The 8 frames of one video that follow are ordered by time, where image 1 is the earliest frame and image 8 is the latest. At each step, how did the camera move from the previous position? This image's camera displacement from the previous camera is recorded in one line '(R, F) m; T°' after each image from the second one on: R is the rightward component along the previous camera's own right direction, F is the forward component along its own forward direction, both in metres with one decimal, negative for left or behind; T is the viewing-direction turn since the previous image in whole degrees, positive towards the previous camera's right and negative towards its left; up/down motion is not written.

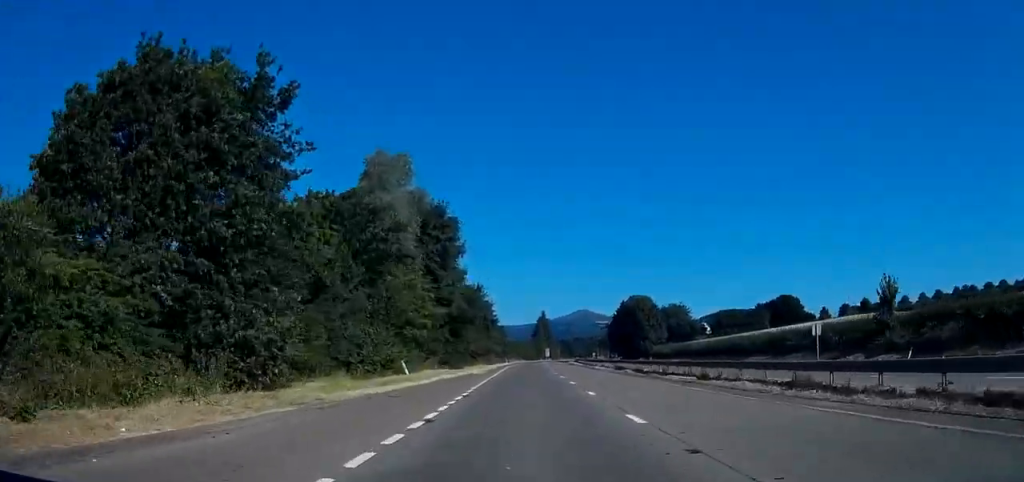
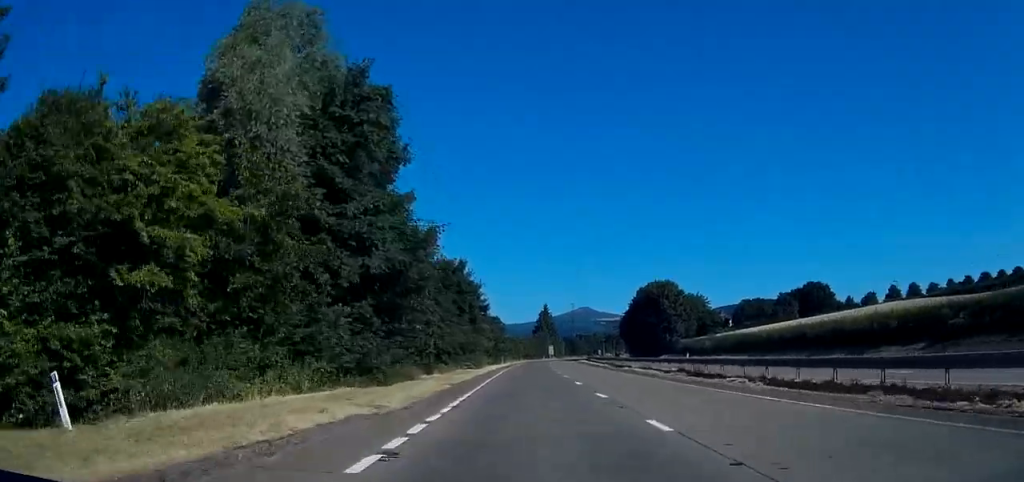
(+0.1, +28.5) m; +1°
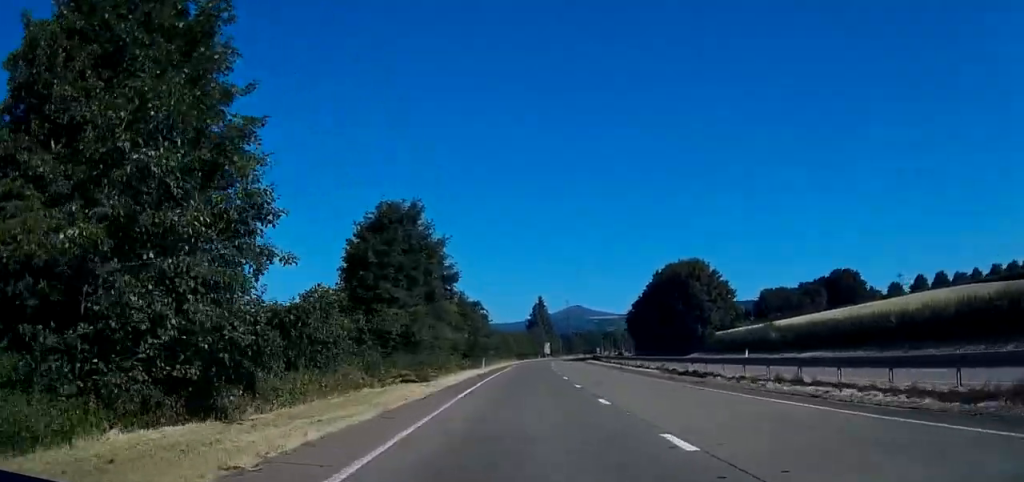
(+0.2, +29.6) m; +1°
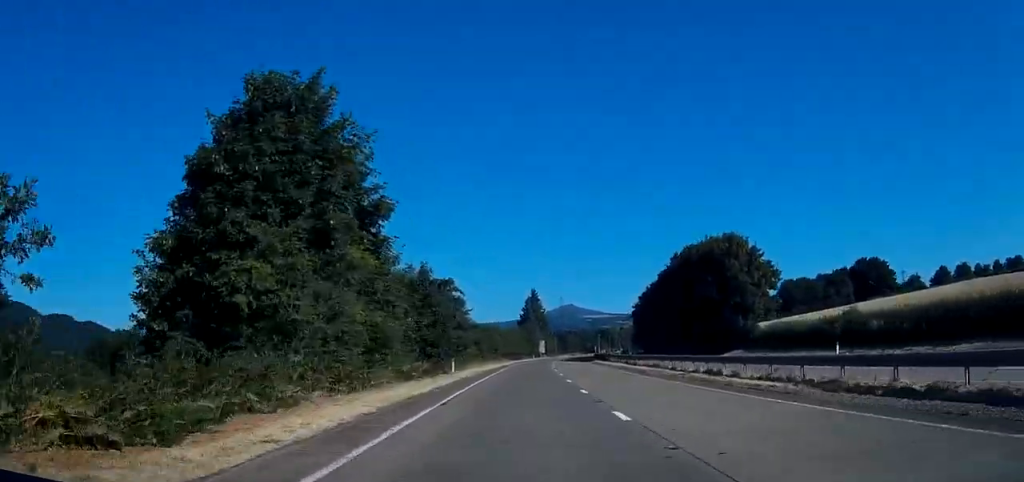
(+0.1, +23.1) m; 0°
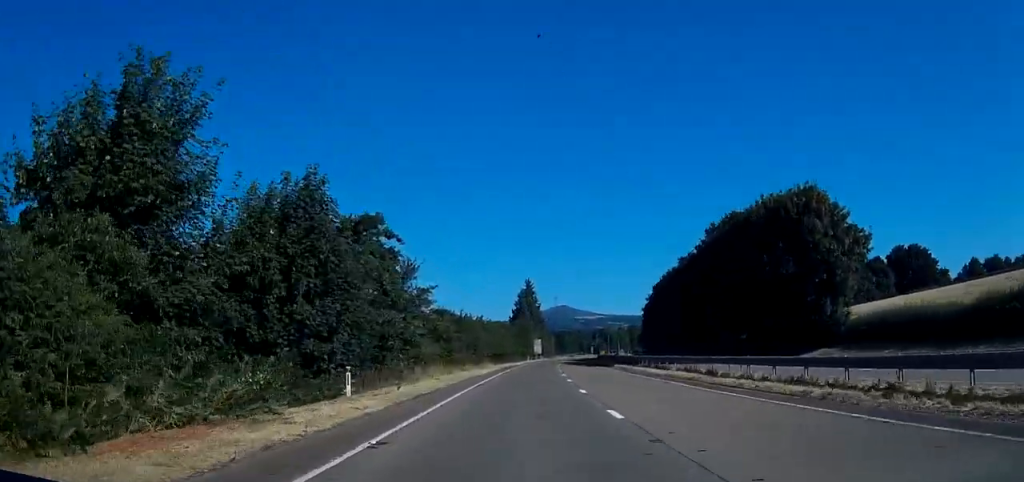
(+0.1, +26.0) m; 0°
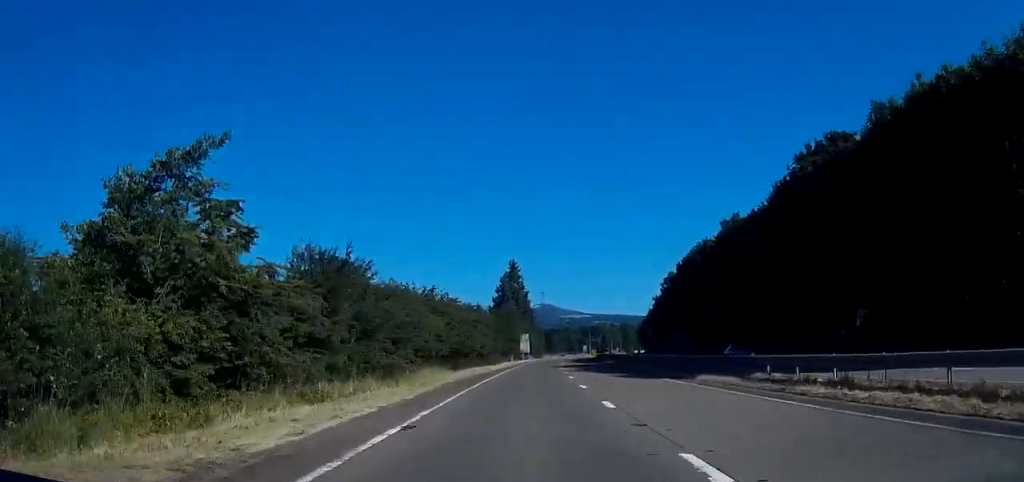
(+0.3, +34.5) m; +1°
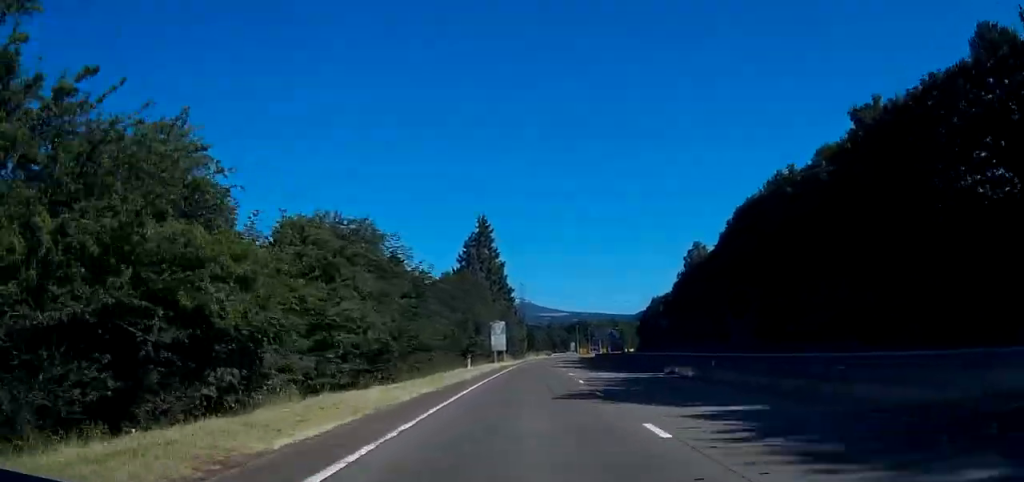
(+0.5, +42.6) m; +1°
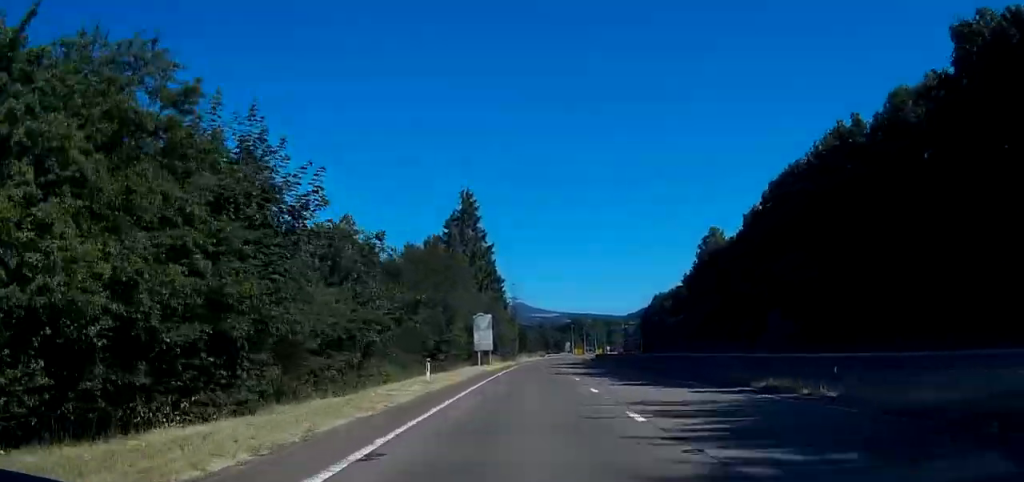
(0.0, +15.5) m; +1°
